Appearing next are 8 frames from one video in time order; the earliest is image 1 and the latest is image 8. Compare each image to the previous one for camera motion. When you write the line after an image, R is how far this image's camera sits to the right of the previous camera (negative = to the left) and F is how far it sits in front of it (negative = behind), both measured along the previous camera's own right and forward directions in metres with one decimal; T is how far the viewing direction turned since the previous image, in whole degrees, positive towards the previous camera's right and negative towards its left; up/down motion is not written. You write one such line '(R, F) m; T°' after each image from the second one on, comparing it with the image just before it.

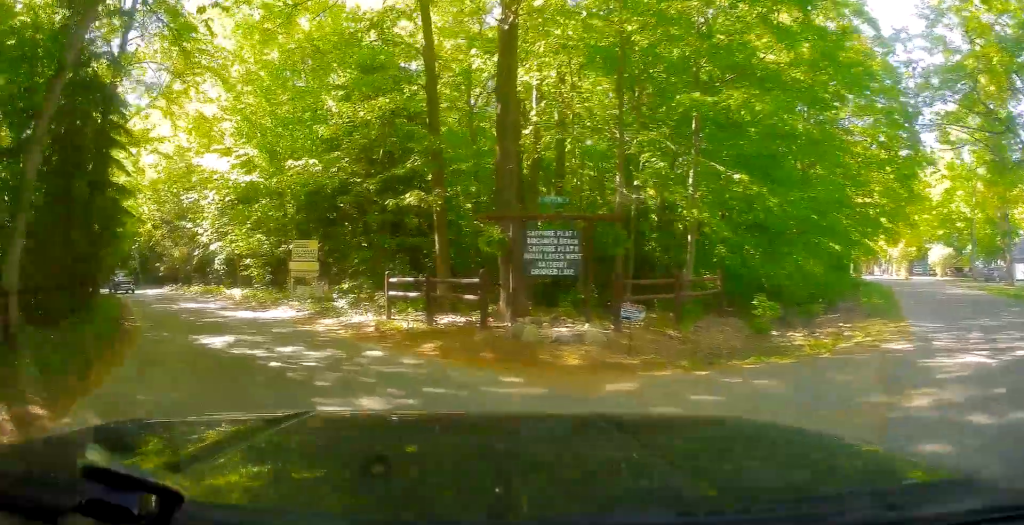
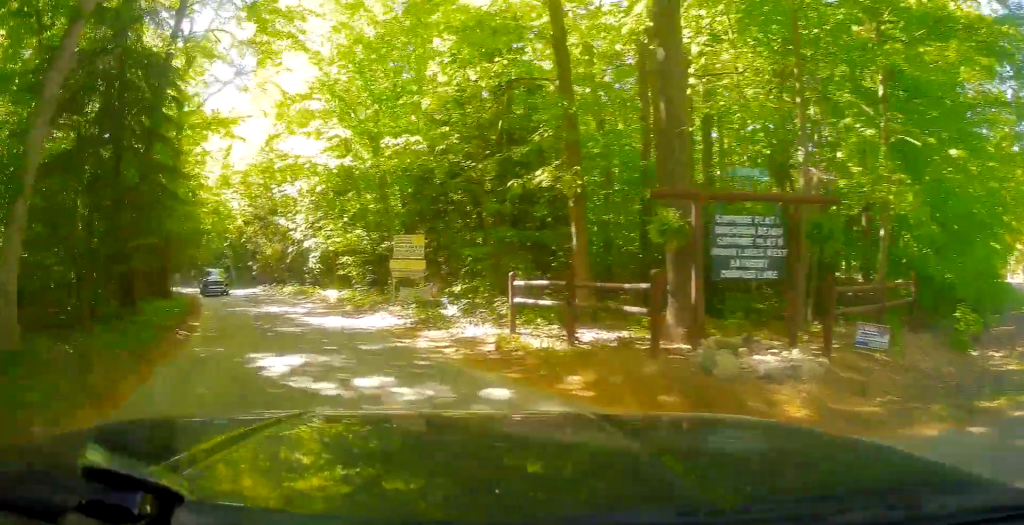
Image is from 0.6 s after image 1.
(0.0, +4.0) m; -12°
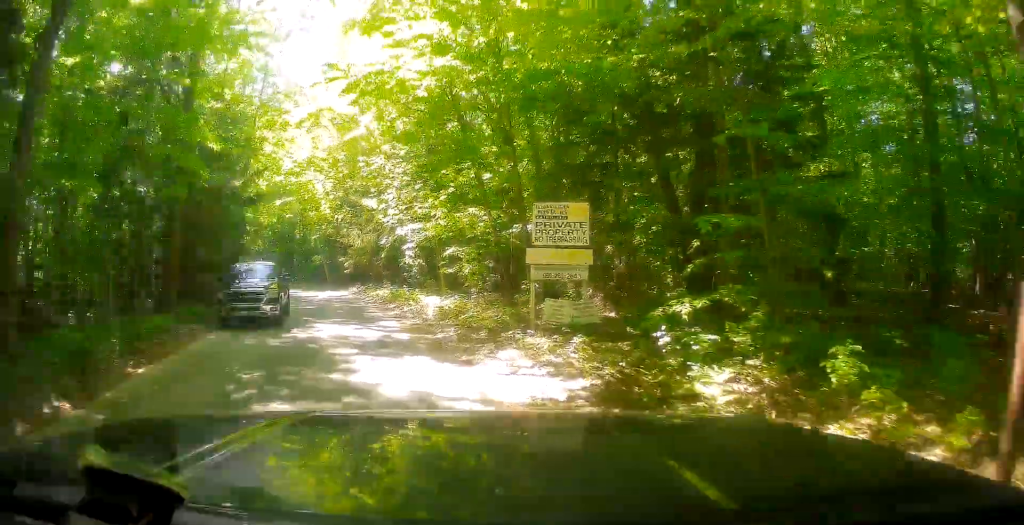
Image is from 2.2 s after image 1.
(-2.5, +9.9) m; -20°
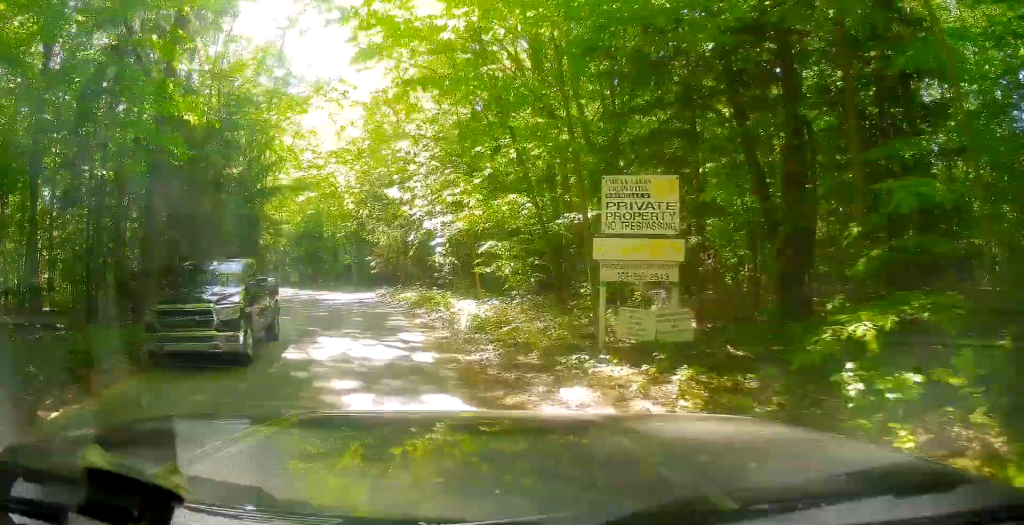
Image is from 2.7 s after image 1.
(+0.2, +3.4) m; -4°
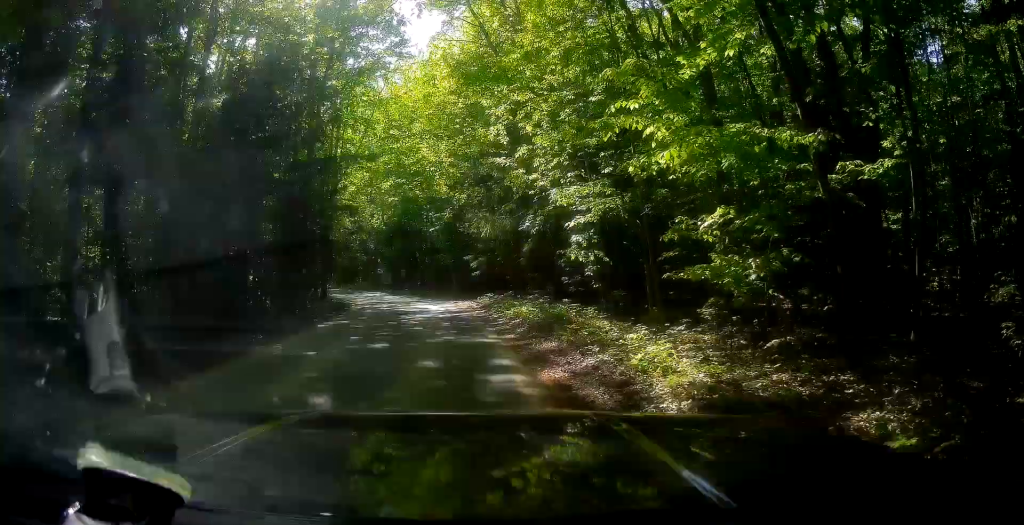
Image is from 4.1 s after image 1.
(-2.0, +8.4) m; -20°
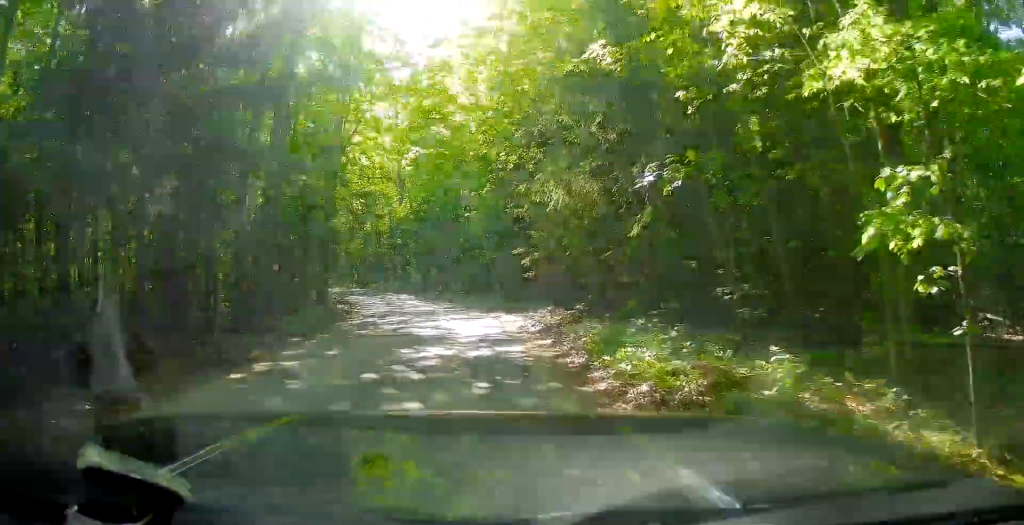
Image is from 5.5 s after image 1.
(-0.4, +9.0) m; 0°
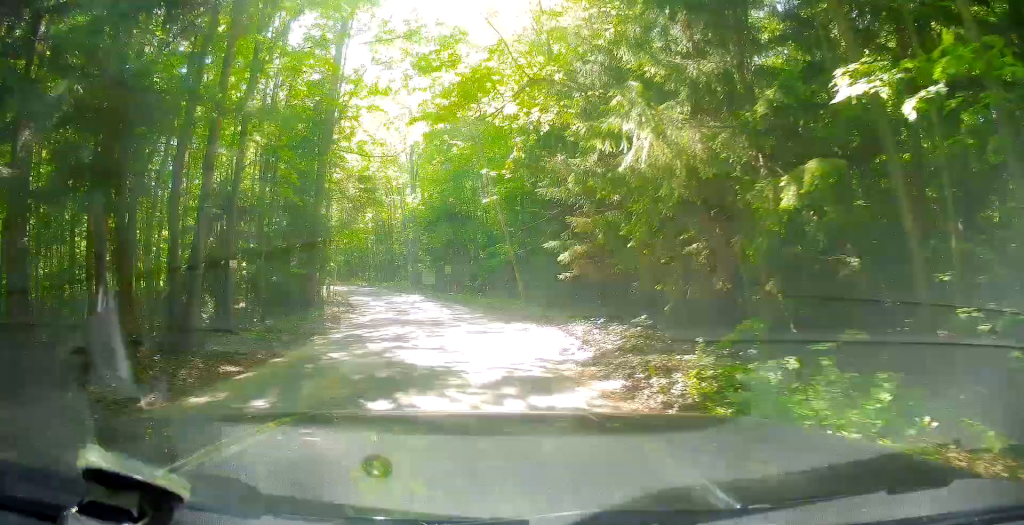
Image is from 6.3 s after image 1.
(+0.1, +4.5) m; -4°
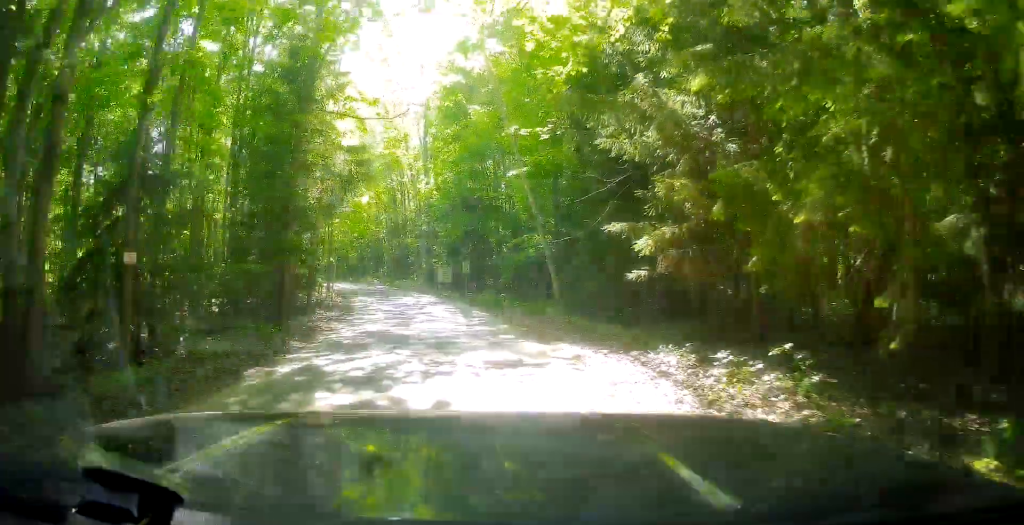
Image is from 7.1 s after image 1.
(-0.4, +5.1) m; -7°
